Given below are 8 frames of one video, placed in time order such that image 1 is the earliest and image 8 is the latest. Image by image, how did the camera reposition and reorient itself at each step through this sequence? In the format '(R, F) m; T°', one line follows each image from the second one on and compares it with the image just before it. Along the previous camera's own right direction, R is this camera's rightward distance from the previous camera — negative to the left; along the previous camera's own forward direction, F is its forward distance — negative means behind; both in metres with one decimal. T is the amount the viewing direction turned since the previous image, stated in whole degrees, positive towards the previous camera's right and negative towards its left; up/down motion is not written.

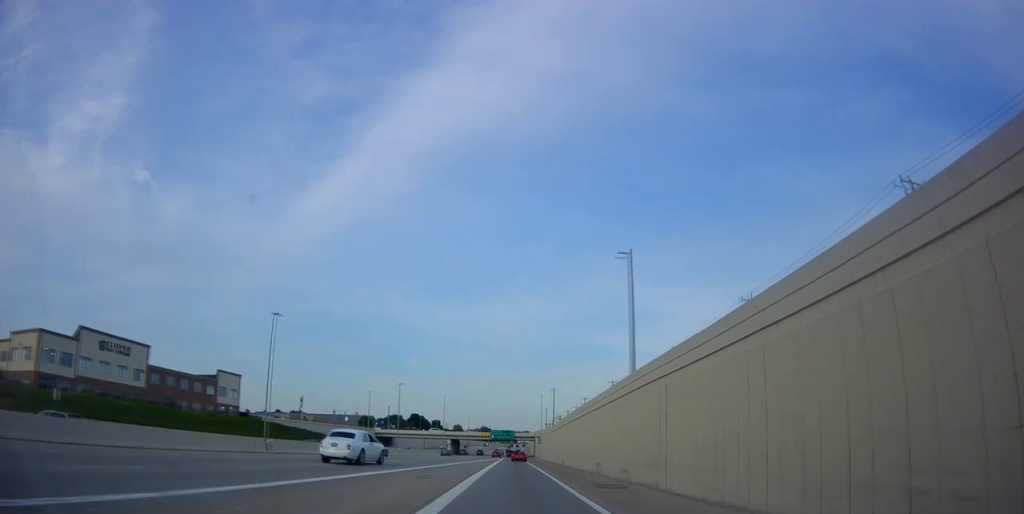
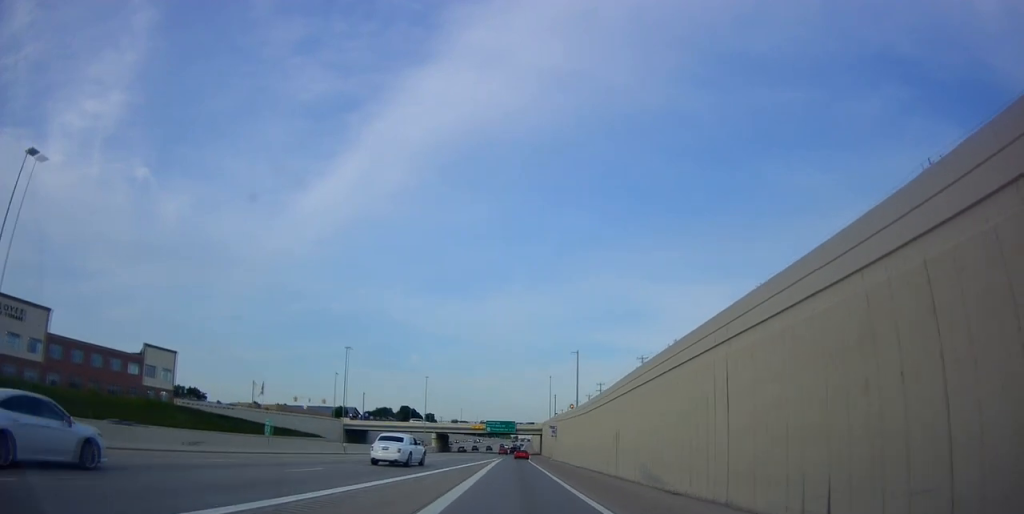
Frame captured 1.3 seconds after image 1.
(+0.5, +35.5) m; 0°
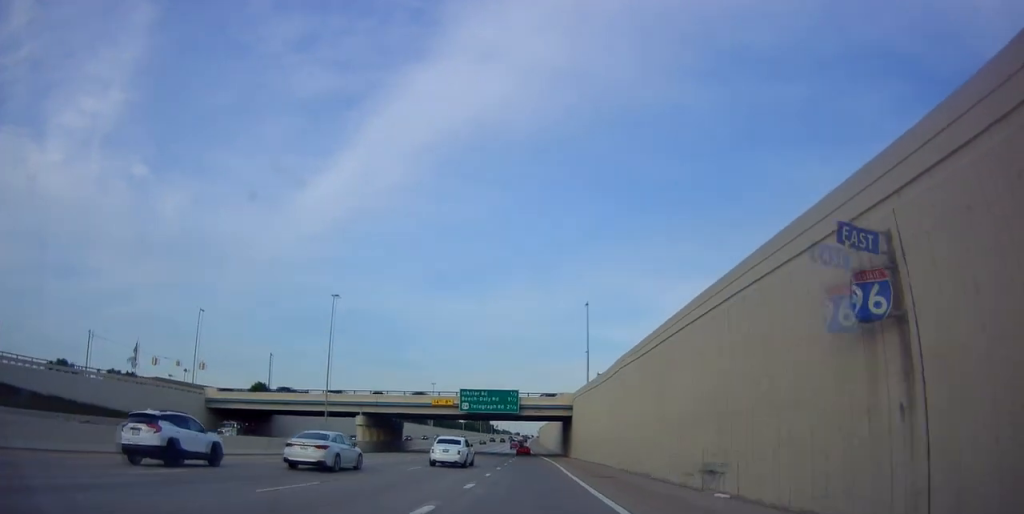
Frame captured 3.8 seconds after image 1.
(-0.2, +66.9) m; 0°
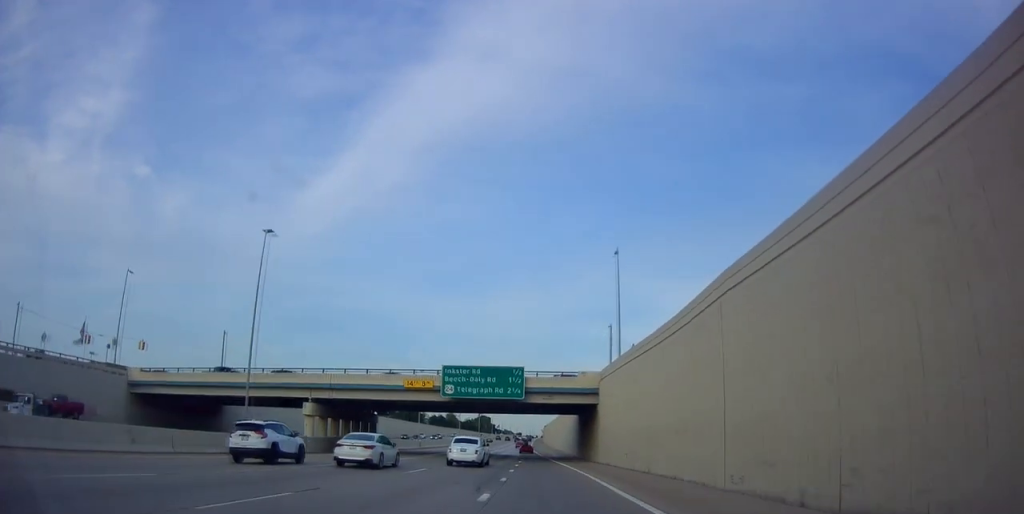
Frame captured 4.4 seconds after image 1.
(+0.1, +19.0) m; 0°
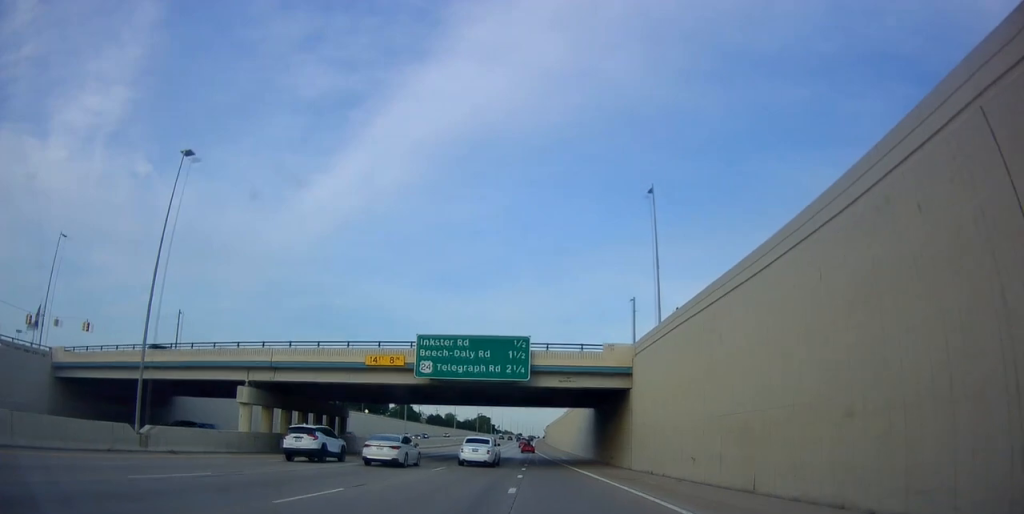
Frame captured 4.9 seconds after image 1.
(+0.1, +13.4) m; 0°
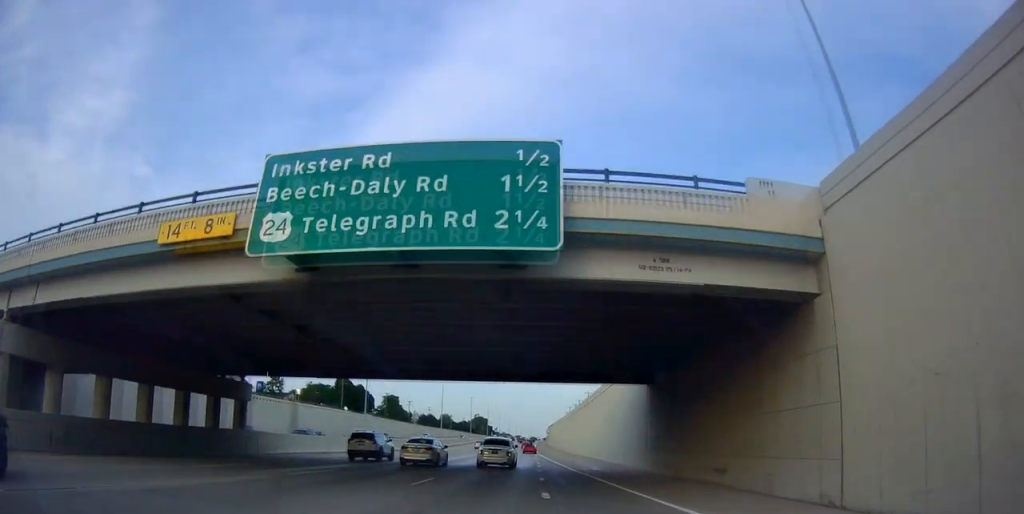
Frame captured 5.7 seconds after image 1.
(0.0, +23.5) m; 0°
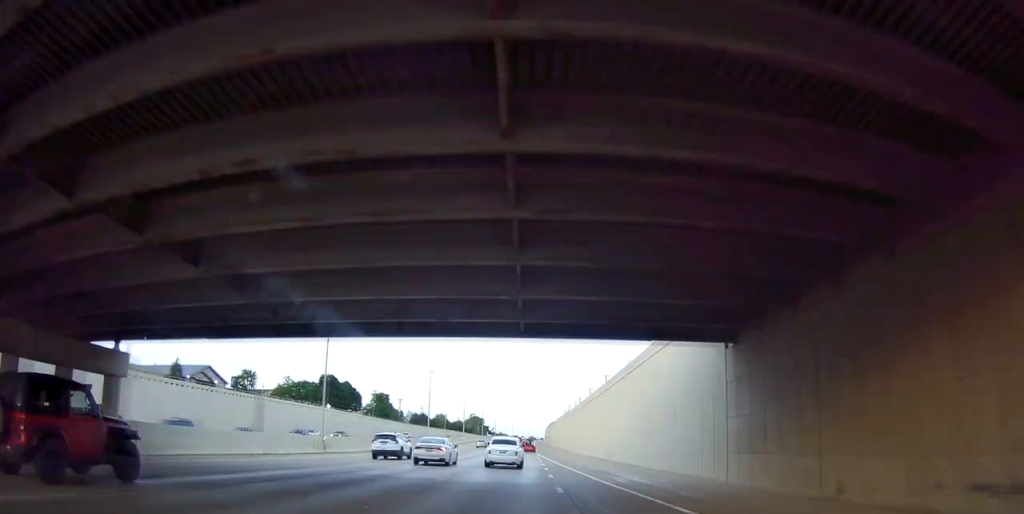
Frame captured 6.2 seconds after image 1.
(0.0, +13.8) m; 0°
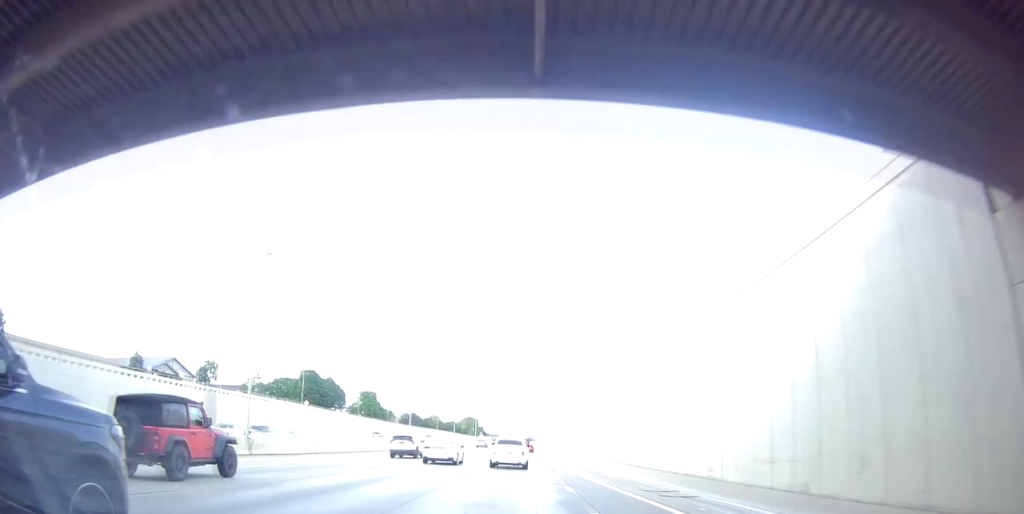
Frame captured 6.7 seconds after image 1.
(-0.1, +14.9) m; 0°
